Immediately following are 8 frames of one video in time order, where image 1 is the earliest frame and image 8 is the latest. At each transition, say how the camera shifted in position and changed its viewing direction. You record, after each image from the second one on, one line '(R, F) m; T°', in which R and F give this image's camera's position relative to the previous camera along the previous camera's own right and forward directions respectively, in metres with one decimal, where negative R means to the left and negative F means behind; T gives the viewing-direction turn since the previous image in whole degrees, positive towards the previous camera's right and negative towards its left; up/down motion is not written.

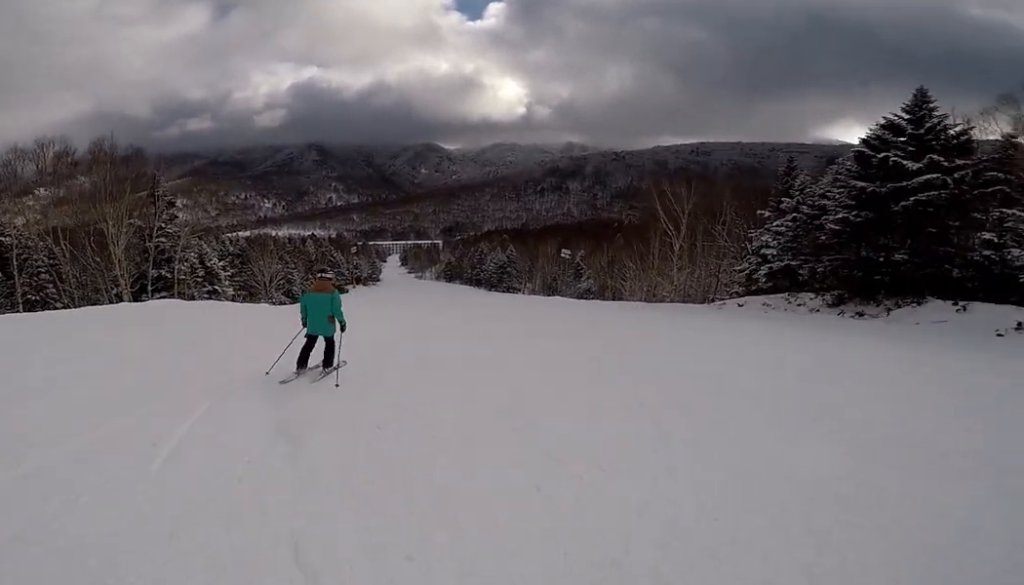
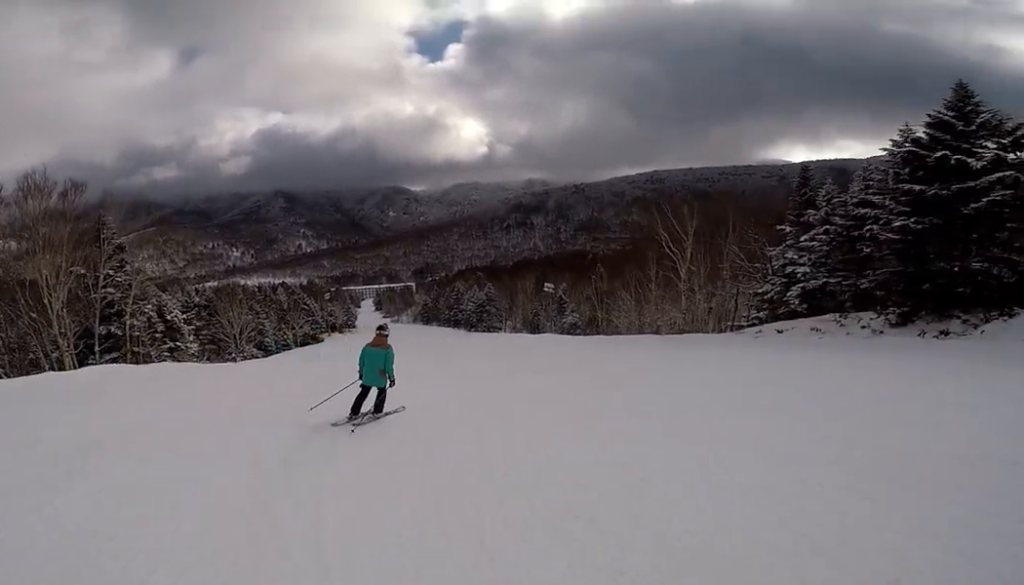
(+0.6, +5.1) m; +4°
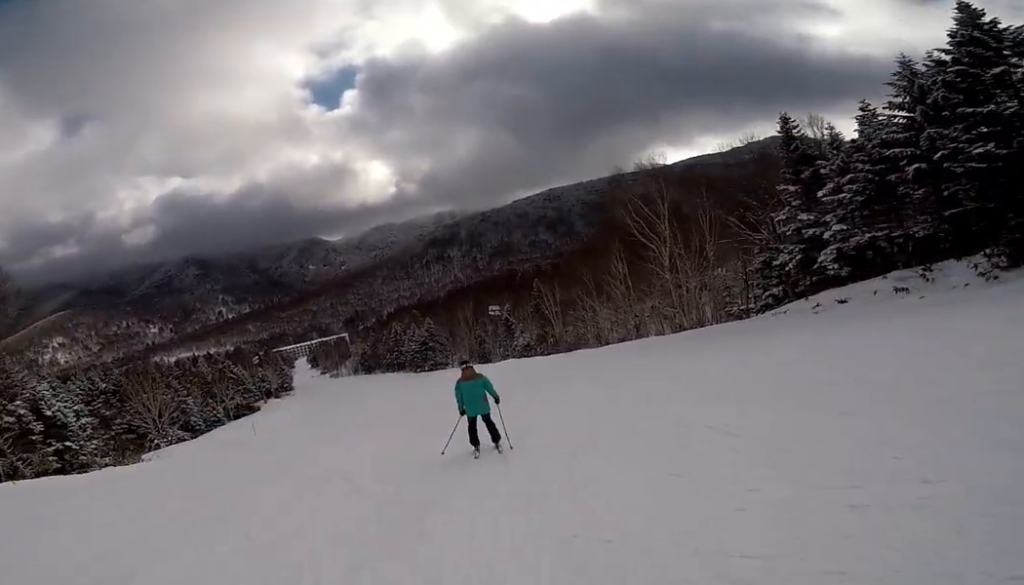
(+0.8, +9.0) m; +2°
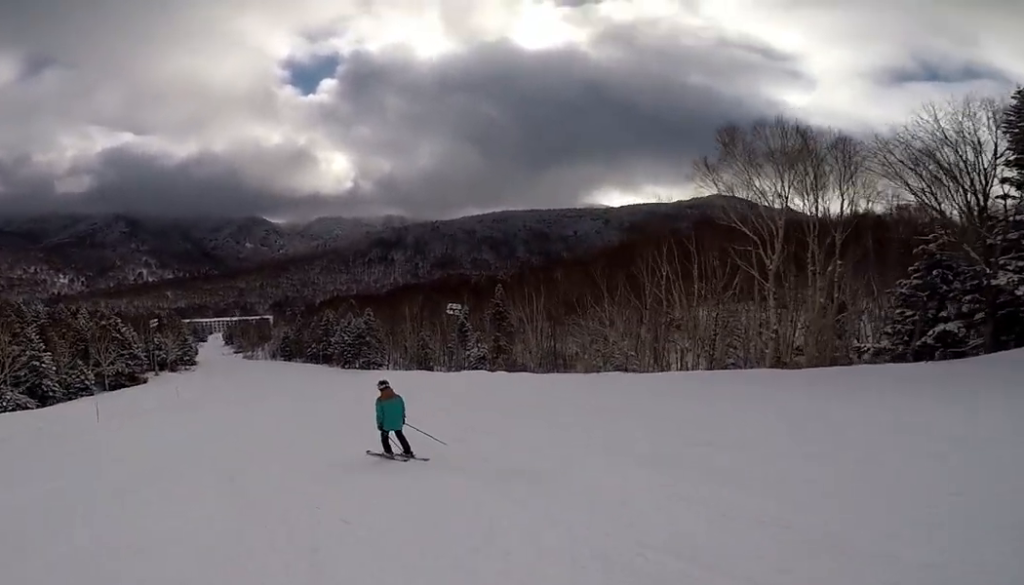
(-0.6, +14.7) m; -1°
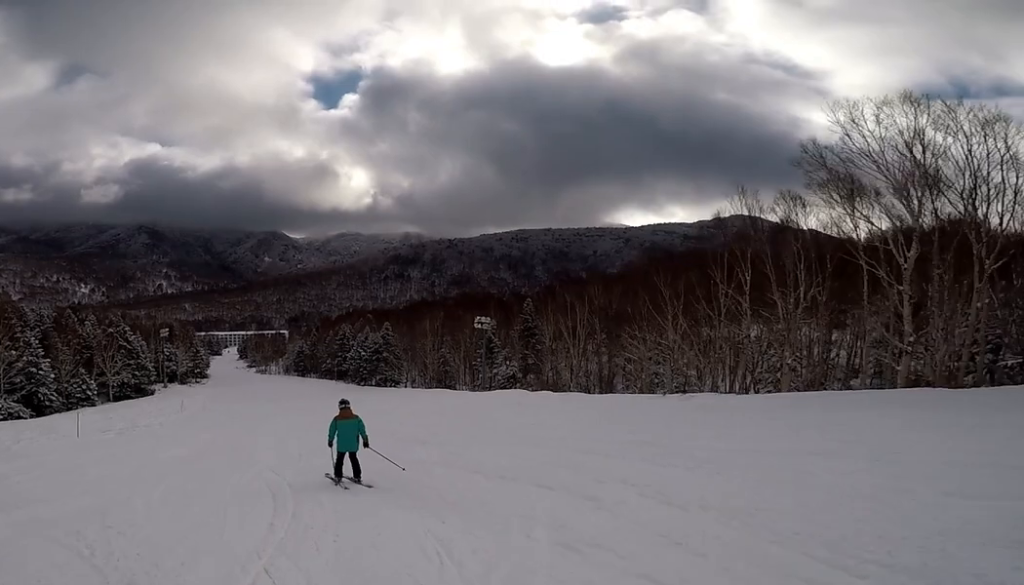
(+0.1, +5.1) m; -1°
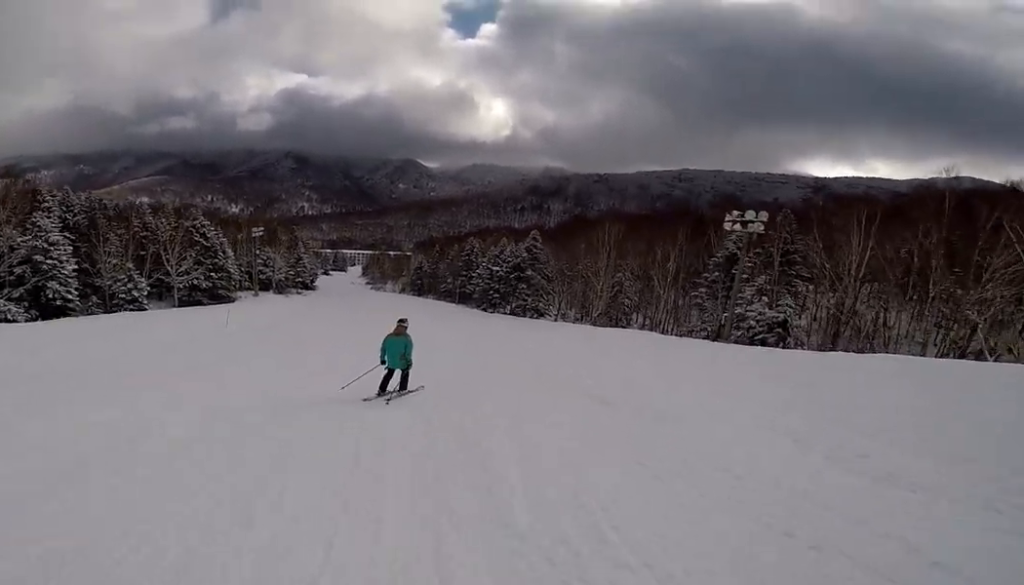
(-1.8, +23.1) m; -7°
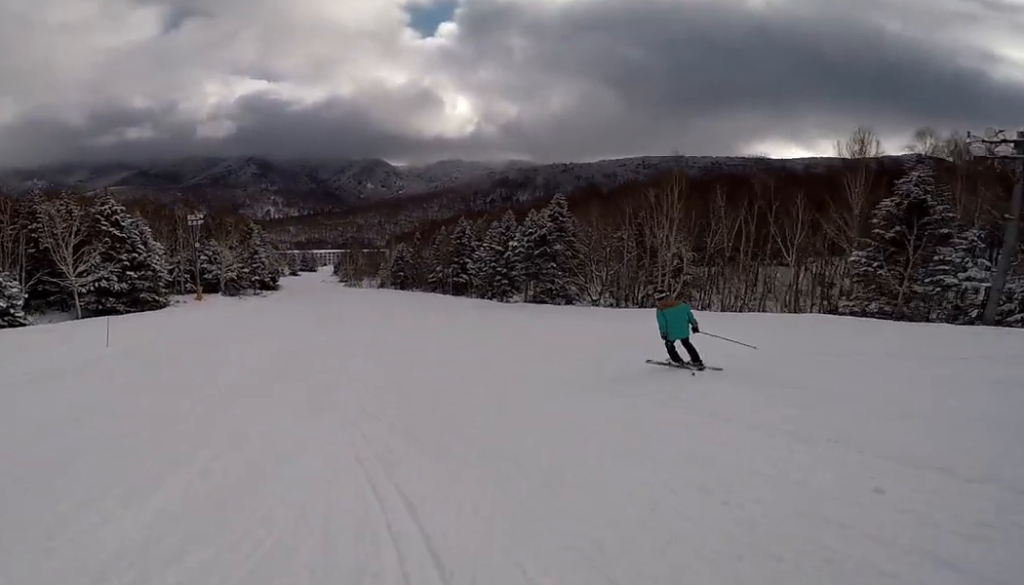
(+0.8, +15.7) m; -1°
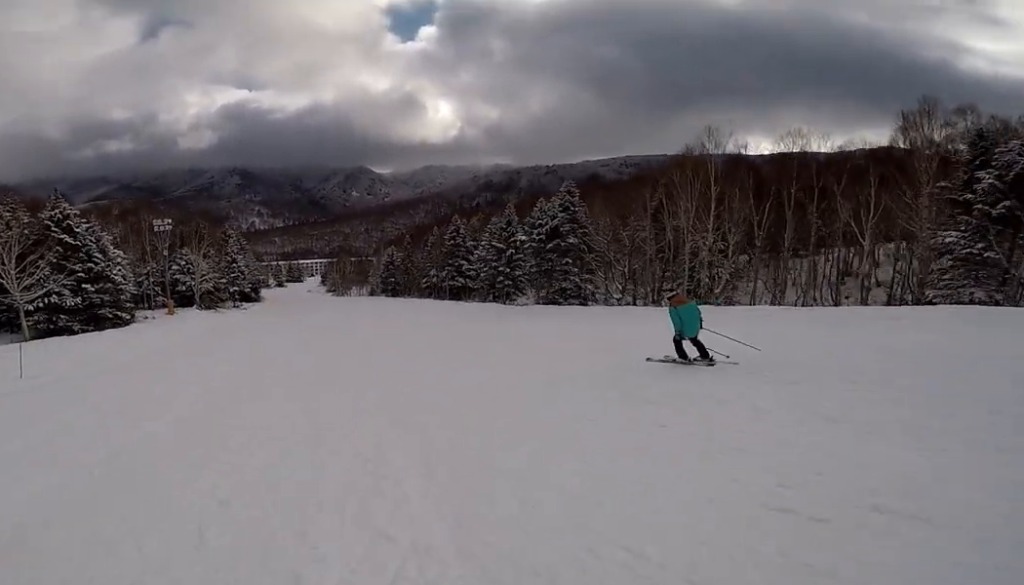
(+0.9, +5.5) m; -4°
